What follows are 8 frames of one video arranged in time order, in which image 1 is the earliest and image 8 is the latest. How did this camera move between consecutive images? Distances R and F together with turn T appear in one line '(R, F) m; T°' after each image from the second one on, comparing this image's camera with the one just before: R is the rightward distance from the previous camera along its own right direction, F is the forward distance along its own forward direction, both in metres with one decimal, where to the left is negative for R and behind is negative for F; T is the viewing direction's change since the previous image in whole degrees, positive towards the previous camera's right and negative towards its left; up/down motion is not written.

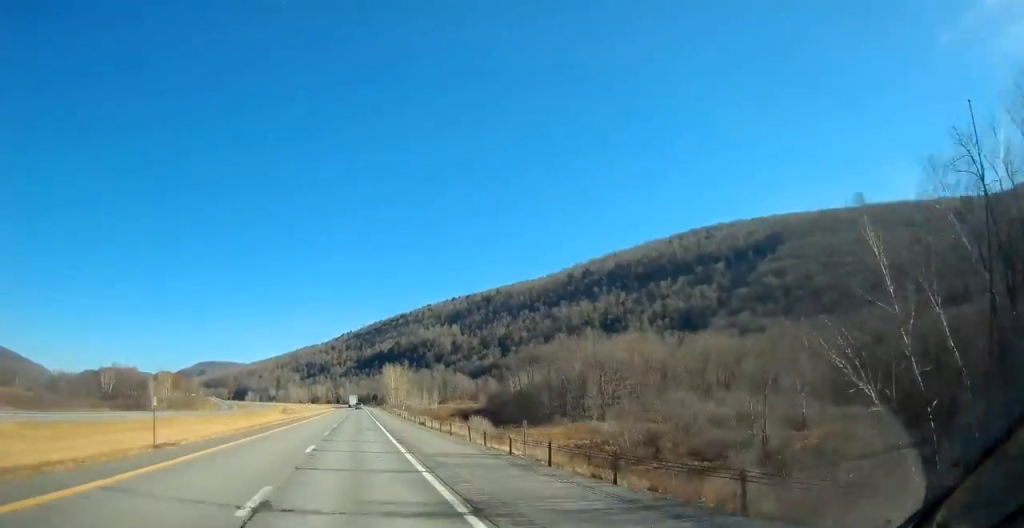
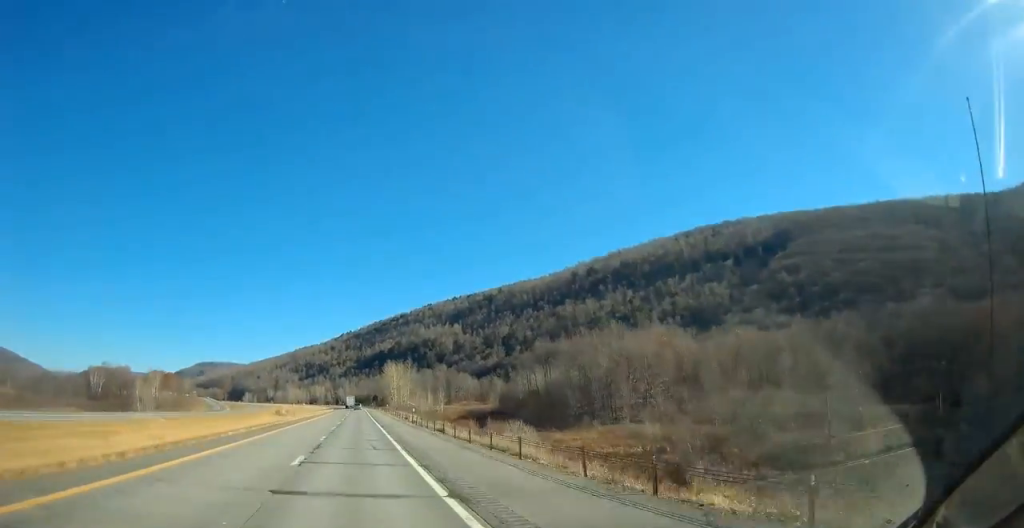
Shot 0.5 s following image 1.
(+0.1, +15.8) m; 0°
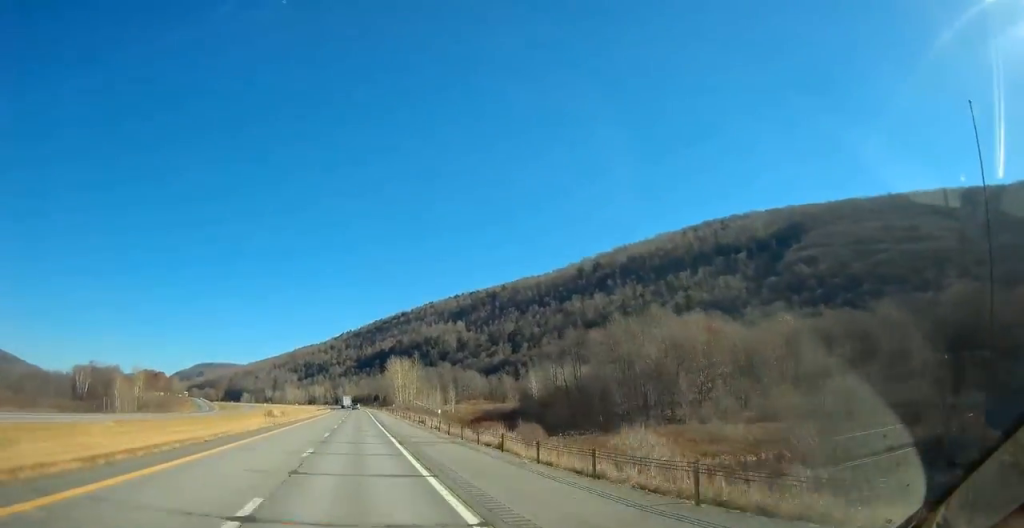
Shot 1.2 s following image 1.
(+0.1, +19.6) m; 0°
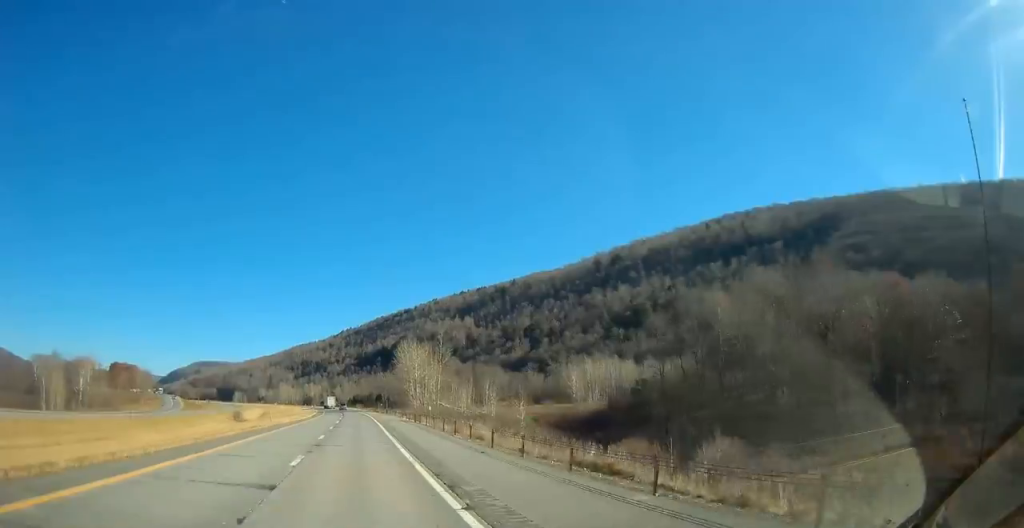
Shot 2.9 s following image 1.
(-0.5, +43.0) m; -1°
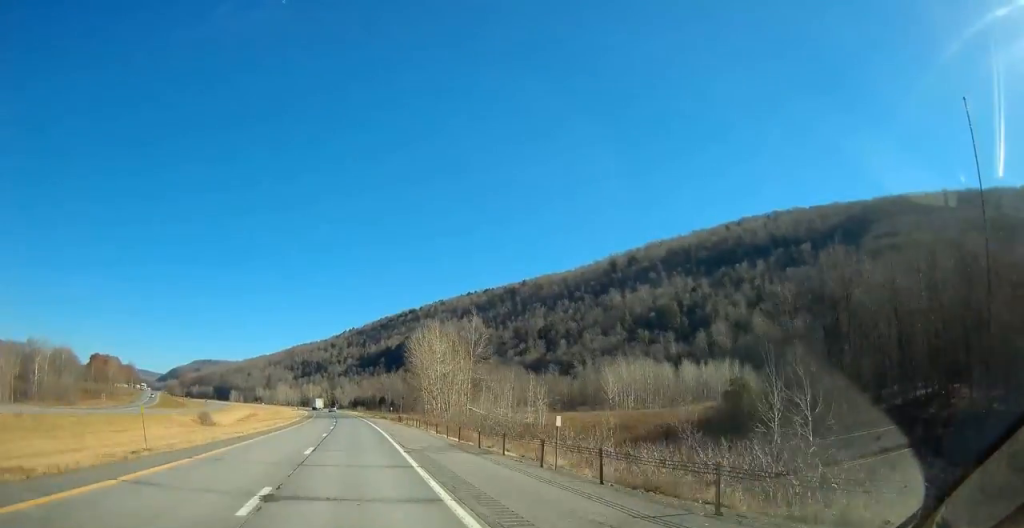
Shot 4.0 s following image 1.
(-0.1, +27.2) m; 0°
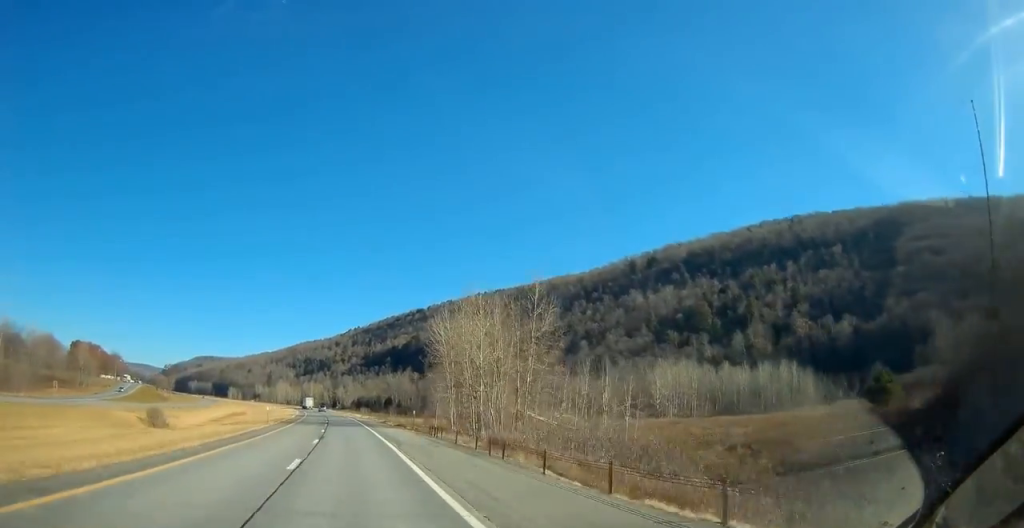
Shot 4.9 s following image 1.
(+0.2, +26.9) m; 0°
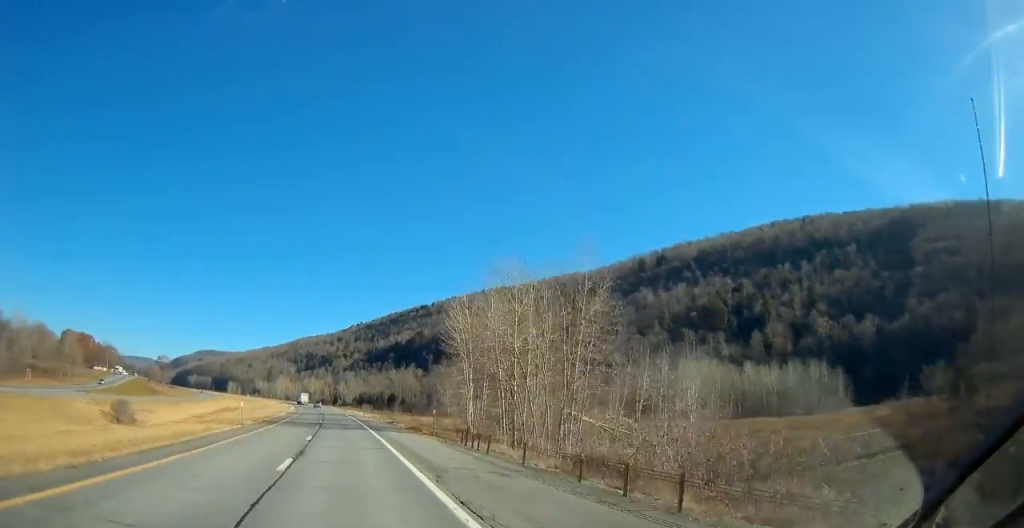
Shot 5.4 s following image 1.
(+0.2, +12.3) m; 0°
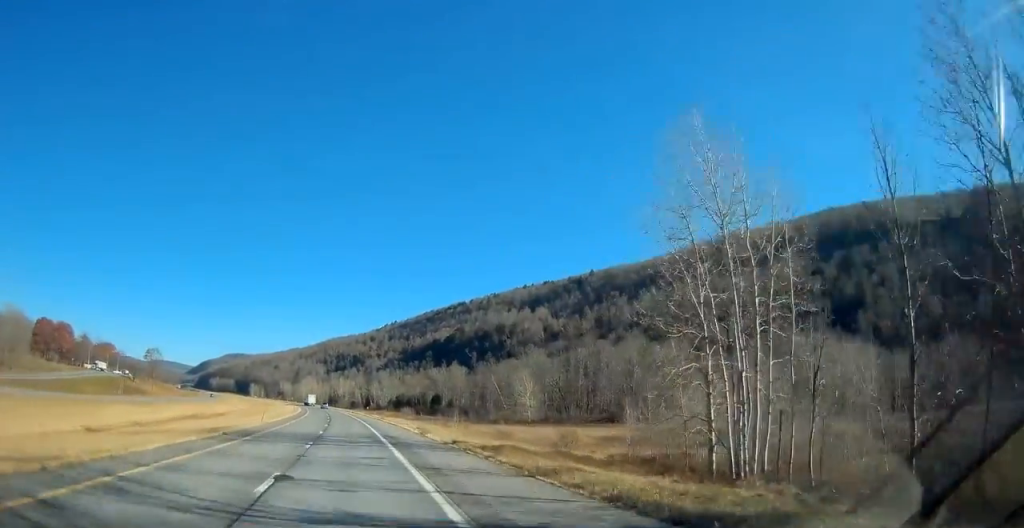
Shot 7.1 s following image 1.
(-1.6, +50.7) m; -3°
